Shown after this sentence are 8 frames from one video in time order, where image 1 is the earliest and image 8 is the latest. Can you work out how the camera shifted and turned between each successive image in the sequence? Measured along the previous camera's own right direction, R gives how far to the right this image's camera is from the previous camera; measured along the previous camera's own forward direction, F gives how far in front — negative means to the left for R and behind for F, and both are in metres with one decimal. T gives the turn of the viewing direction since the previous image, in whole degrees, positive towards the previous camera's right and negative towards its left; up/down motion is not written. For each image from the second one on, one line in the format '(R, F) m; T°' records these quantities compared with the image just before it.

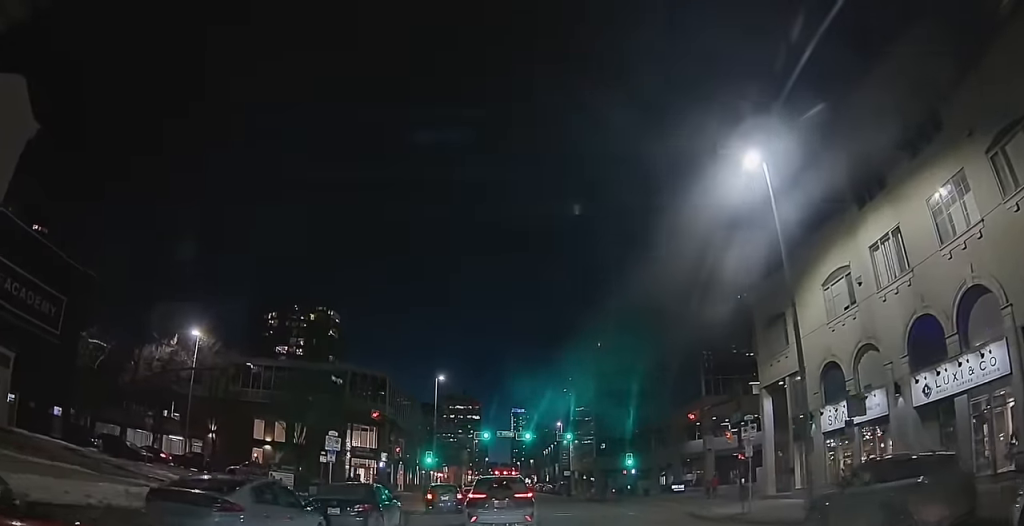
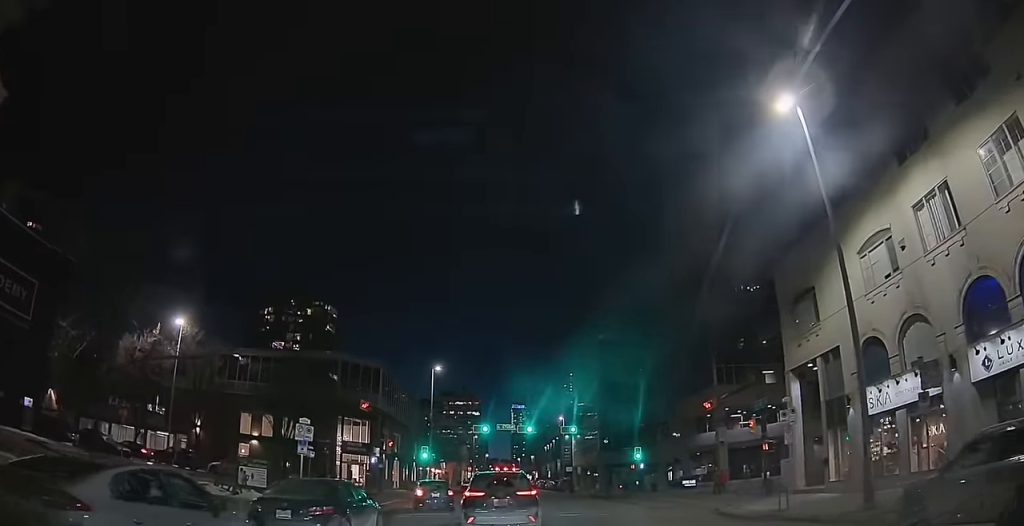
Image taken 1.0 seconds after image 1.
(+0.1, +3.6) m; +2°
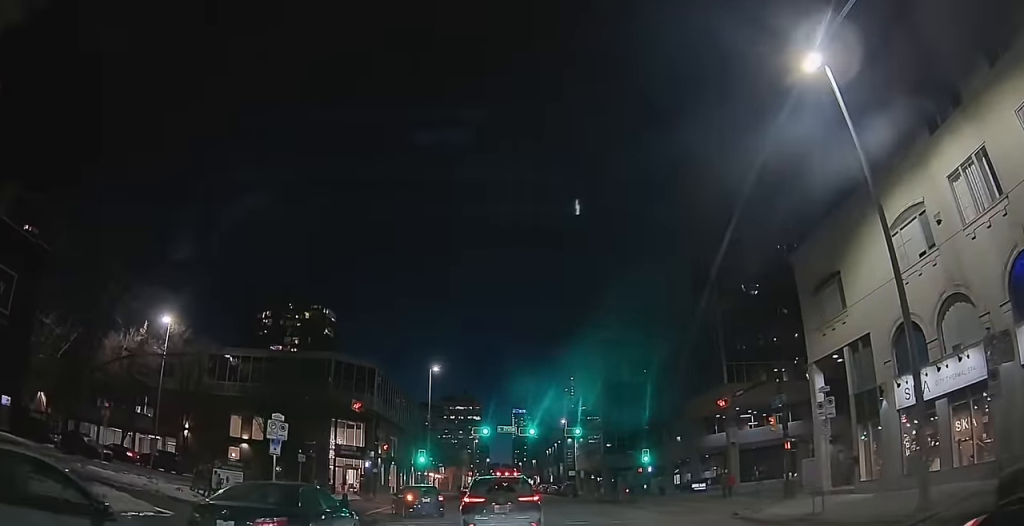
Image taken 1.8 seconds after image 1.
(0.0, +2.9) m; 0°
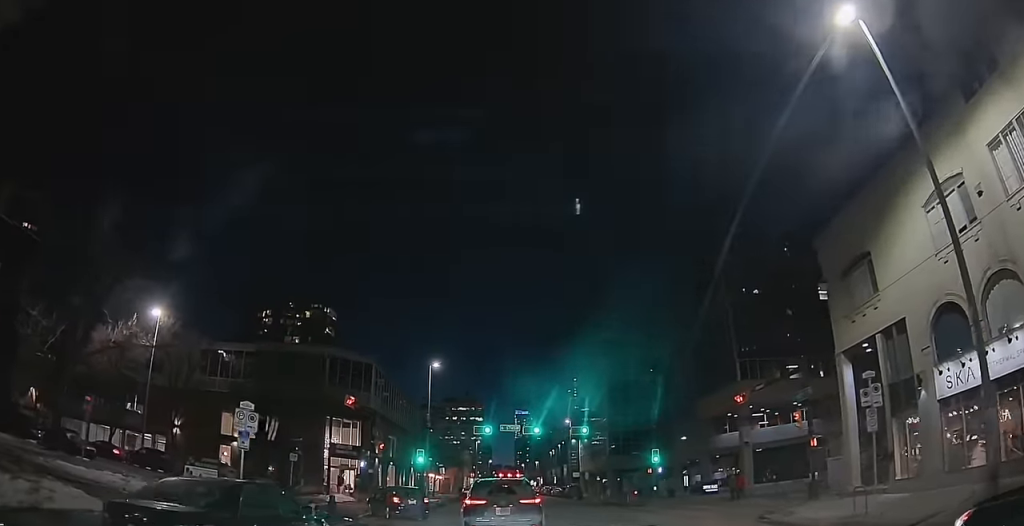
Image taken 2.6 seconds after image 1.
(0.0, +2.8) m; 0°
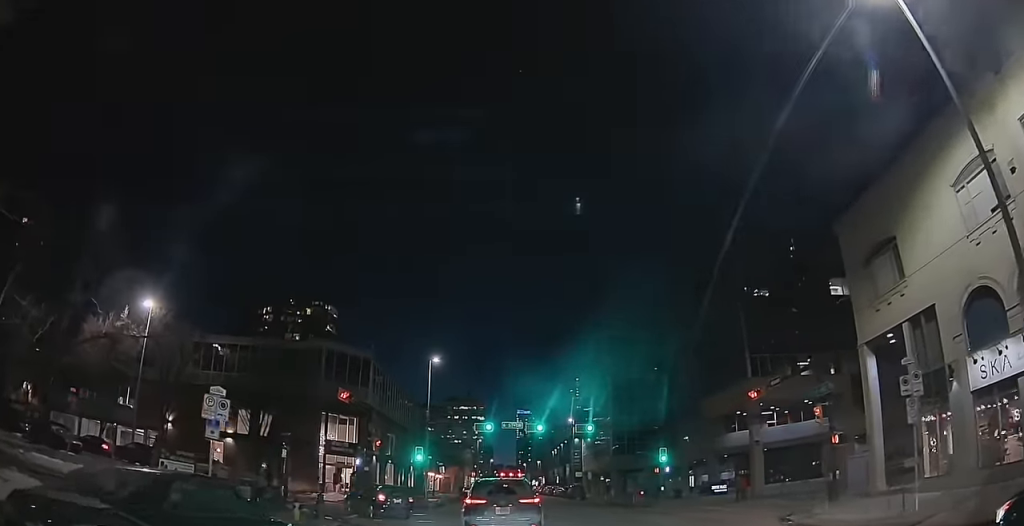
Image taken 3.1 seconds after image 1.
(0.0, +1.9) m; 0°
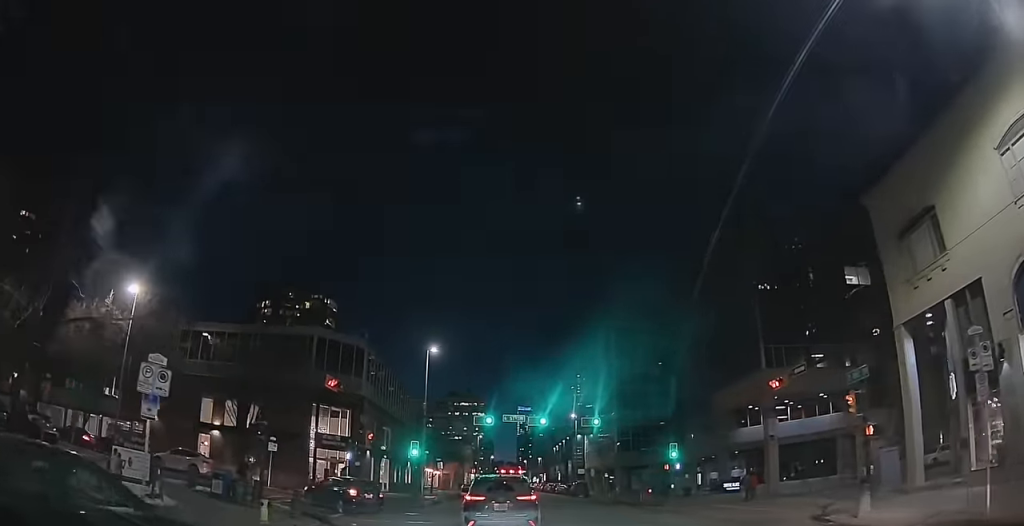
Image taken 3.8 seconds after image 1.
(0.0, +2.5) m; 0°
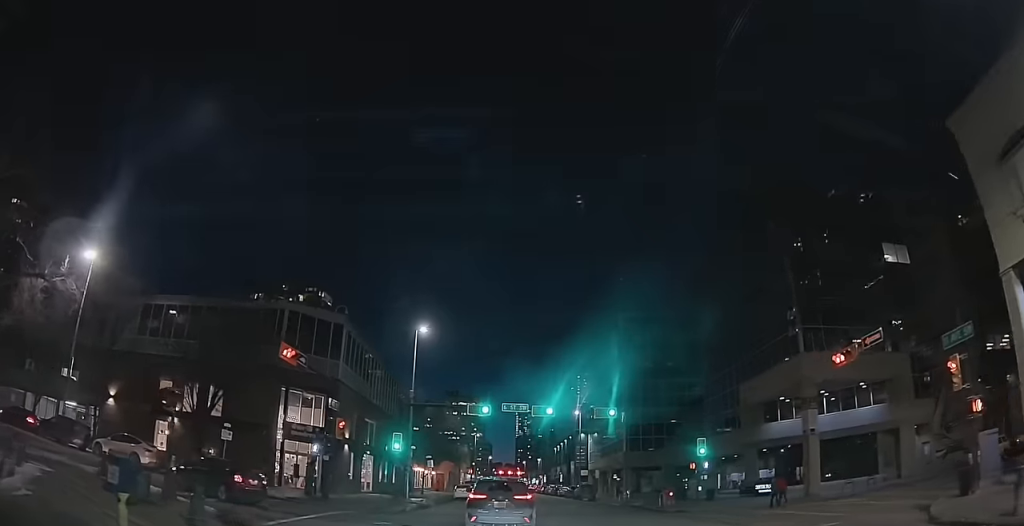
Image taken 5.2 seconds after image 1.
(0.0, +5.9) m; 0°
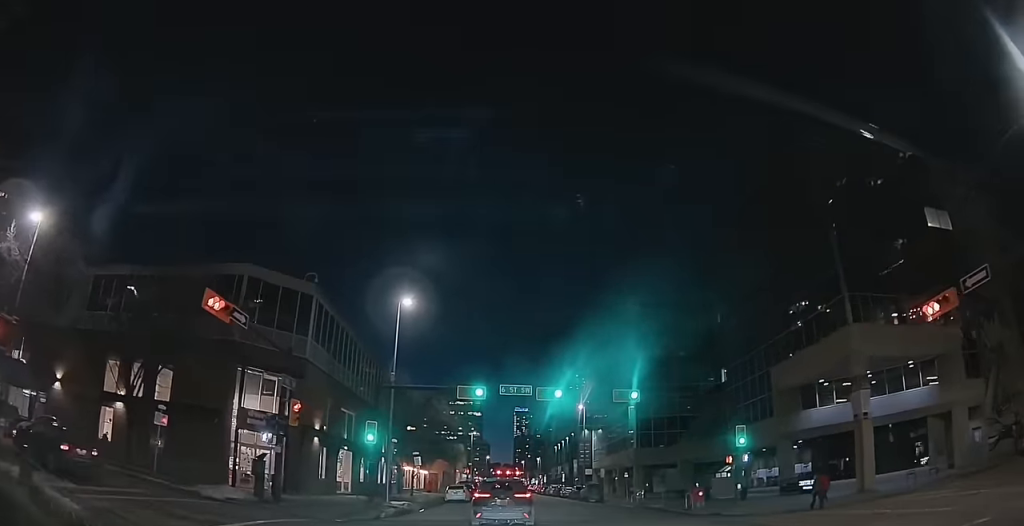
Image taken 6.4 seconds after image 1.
(0.0, +6.1) m; 0°
